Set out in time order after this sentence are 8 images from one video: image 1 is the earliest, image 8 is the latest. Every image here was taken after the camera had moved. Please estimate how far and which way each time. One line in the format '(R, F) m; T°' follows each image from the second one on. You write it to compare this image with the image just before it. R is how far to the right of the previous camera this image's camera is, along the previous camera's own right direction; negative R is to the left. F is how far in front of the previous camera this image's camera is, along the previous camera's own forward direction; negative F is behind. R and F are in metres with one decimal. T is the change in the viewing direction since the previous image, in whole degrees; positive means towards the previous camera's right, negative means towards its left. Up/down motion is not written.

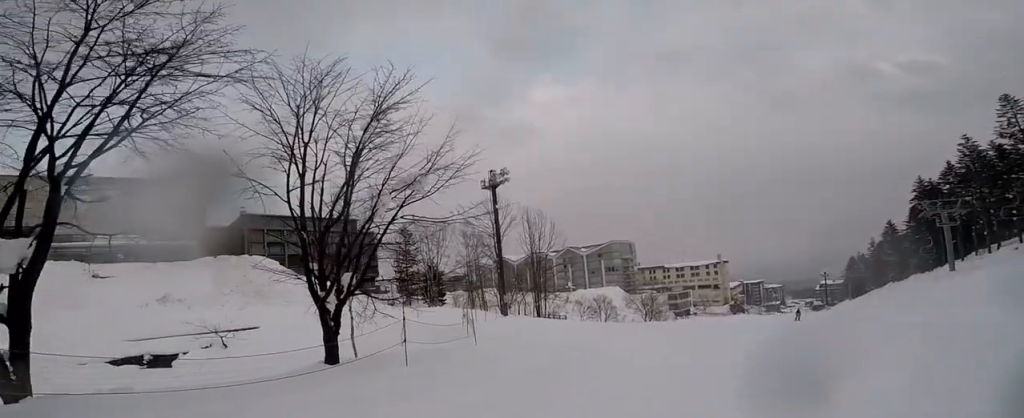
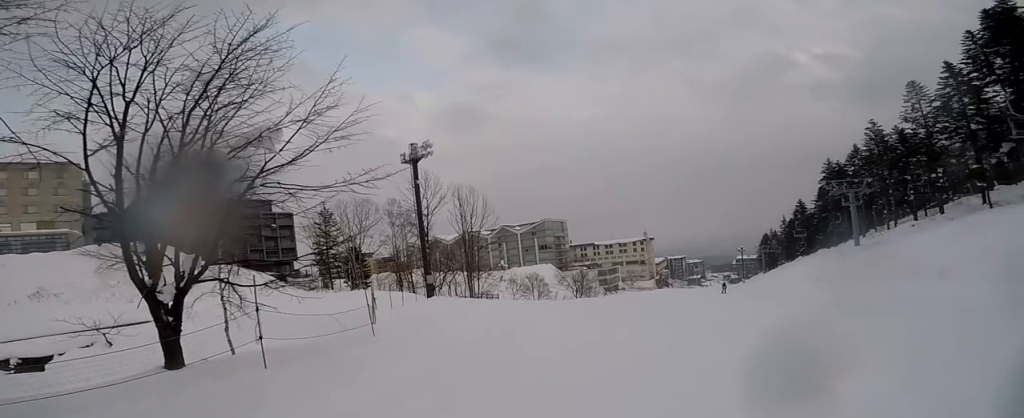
(-0.5, +2.0) m; 0°
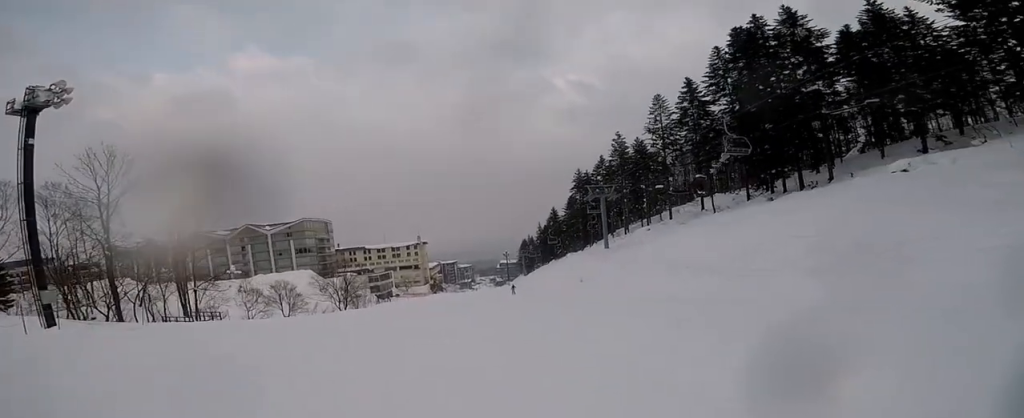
(+1.4, +7.9) m; +14°
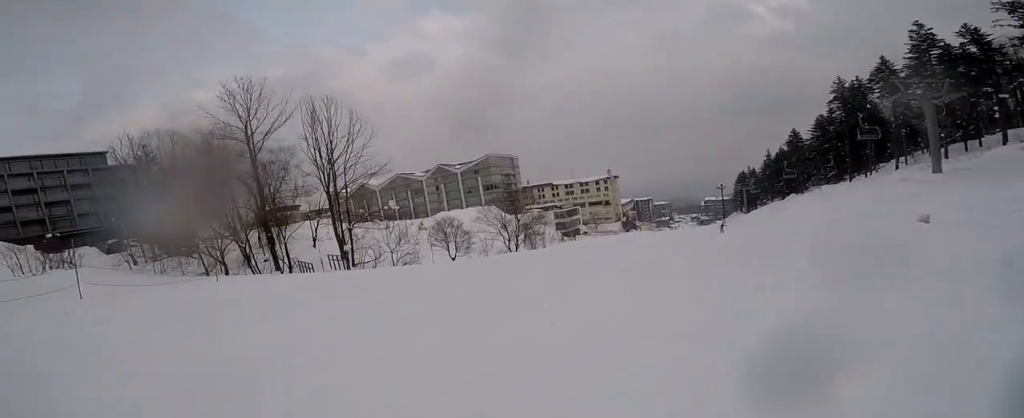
(-4.5, +15.6) m; -34°
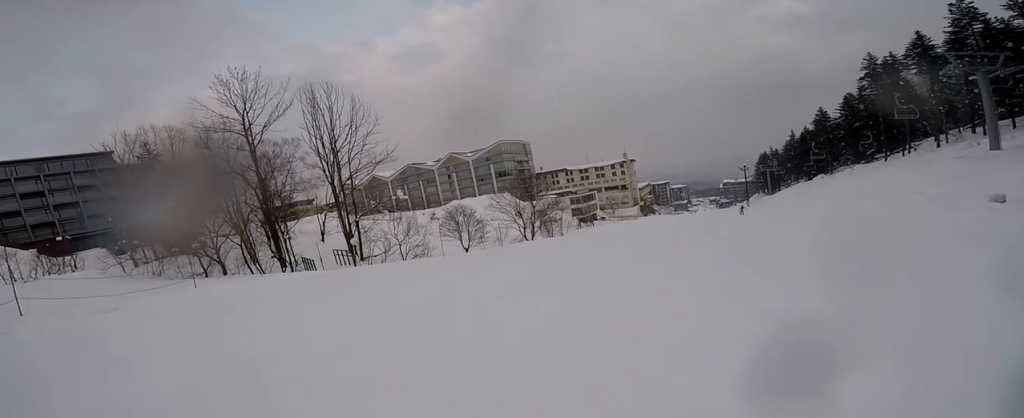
(0.0, +2.7) m; 0°
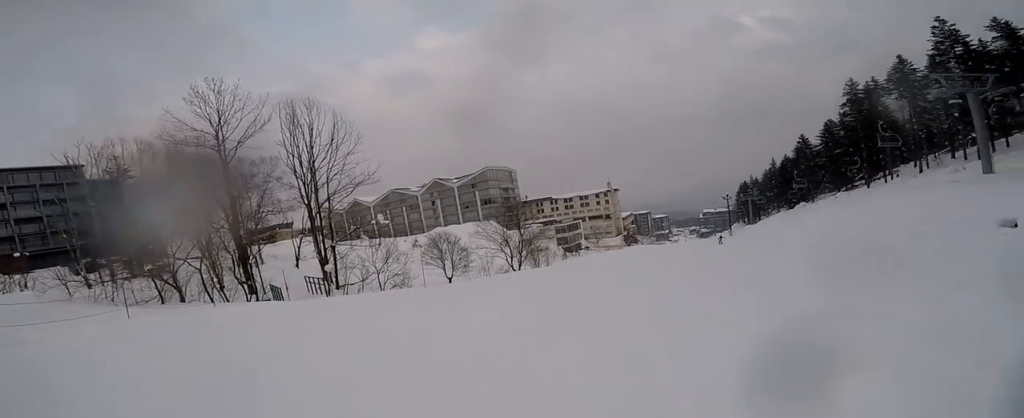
(0.0, +2.2) m; +7°
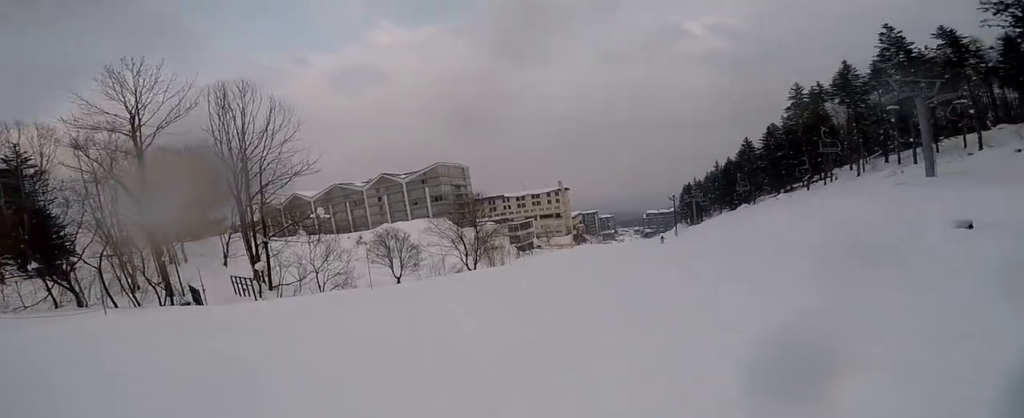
(-0.3, +2.3) m; +8°
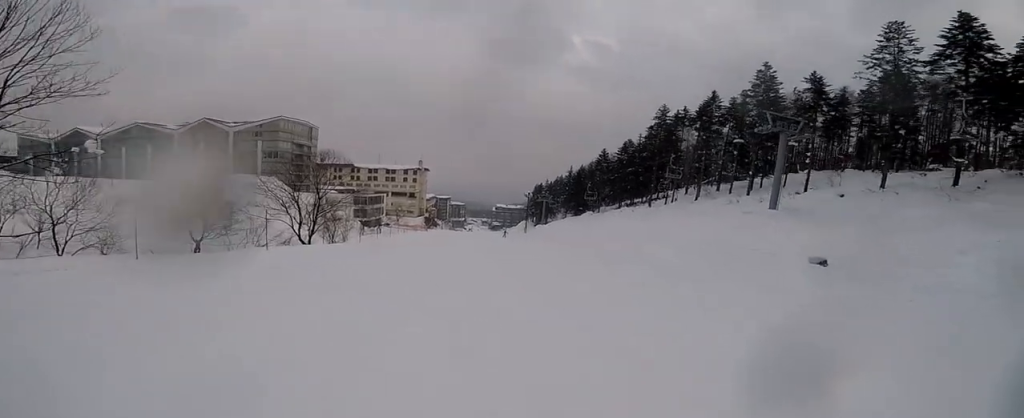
(+1.6, +4.9) m; +28°
